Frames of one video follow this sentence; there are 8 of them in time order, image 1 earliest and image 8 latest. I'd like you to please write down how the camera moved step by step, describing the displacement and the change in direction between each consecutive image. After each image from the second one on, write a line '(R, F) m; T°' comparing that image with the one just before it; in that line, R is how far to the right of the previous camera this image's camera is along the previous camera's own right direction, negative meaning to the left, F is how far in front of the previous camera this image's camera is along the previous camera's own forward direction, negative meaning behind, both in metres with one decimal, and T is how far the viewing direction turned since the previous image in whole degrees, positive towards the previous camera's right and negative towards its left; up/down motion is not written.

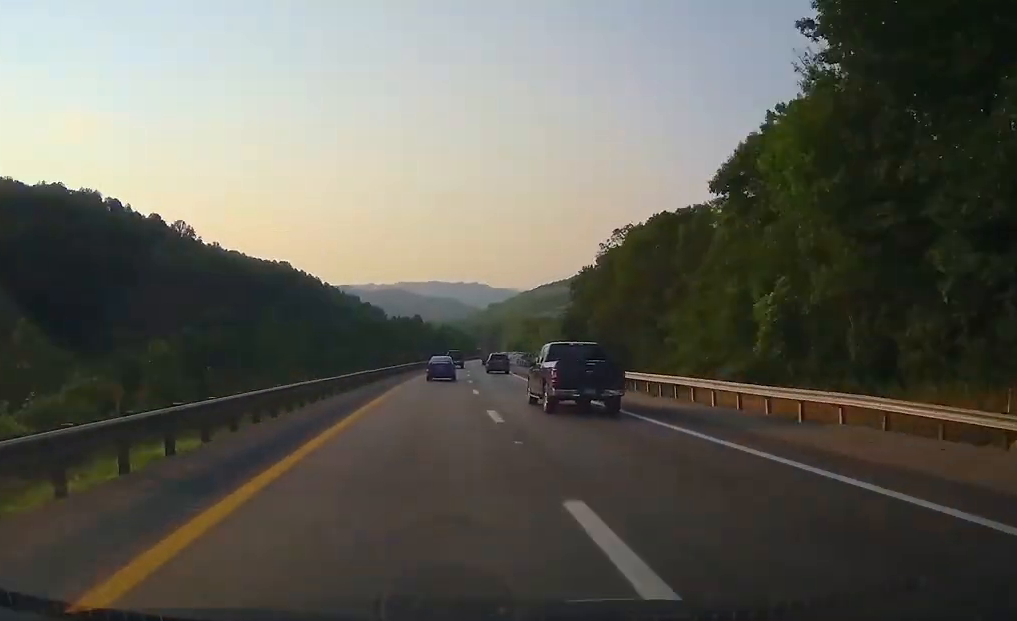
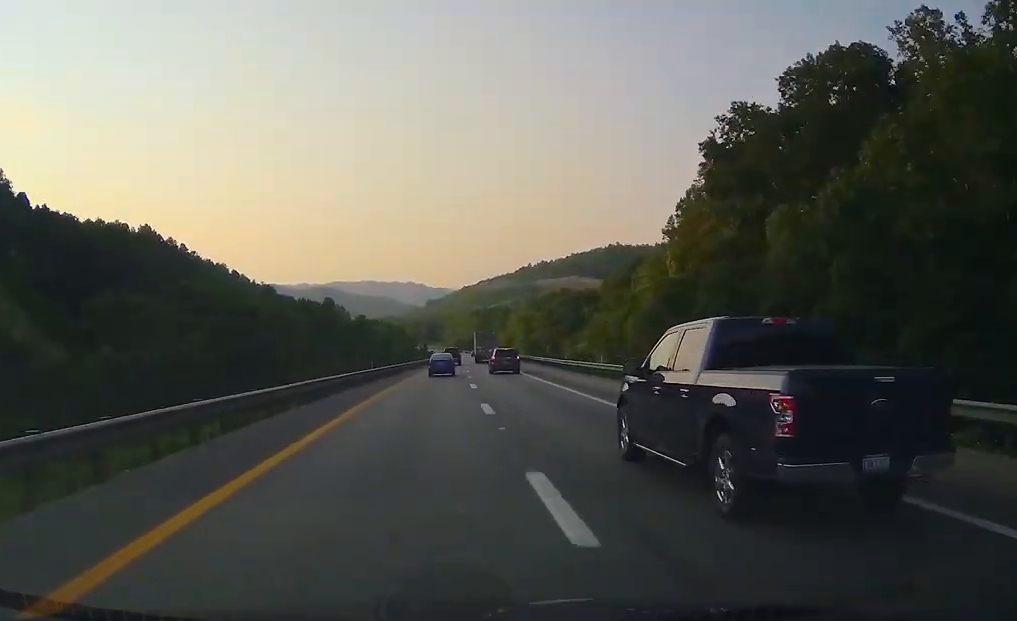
(+5.1, +116.9) m; +3°
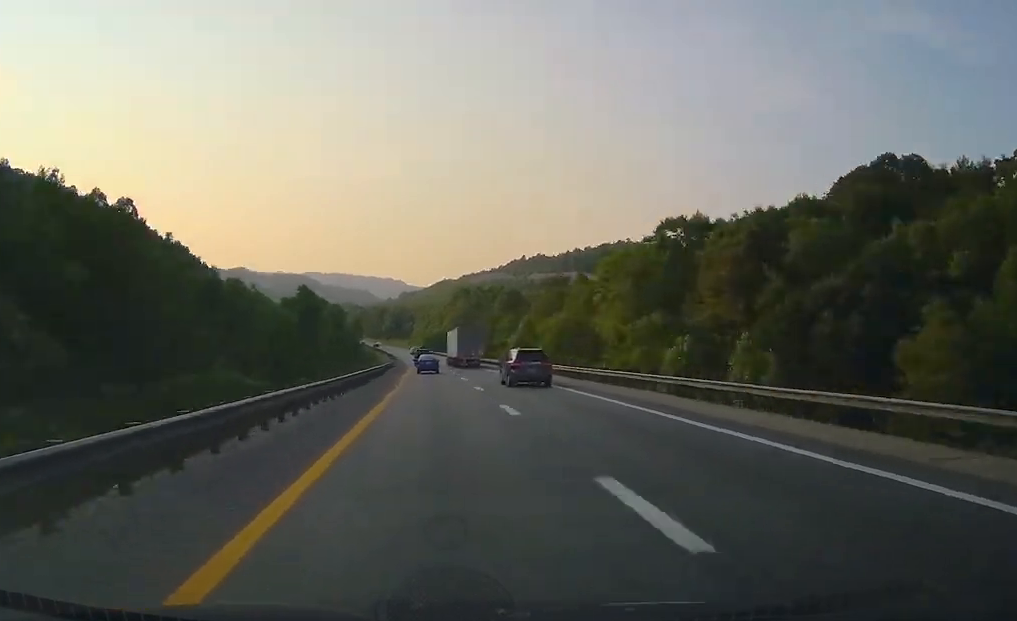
(+3.4, +157.8) m; 0°
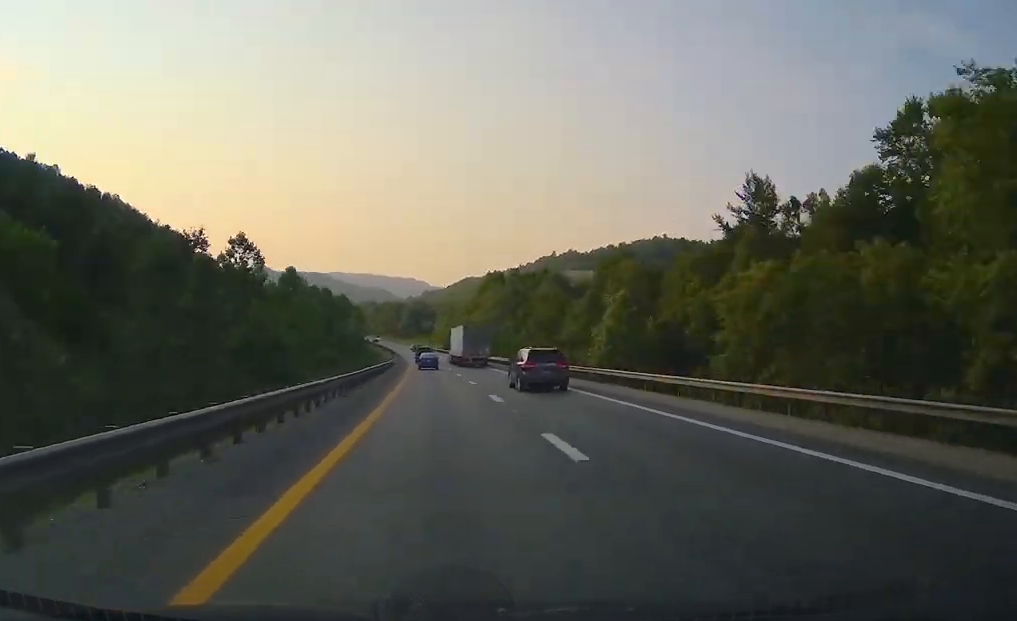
(+0.6, +56.6) m; -1°
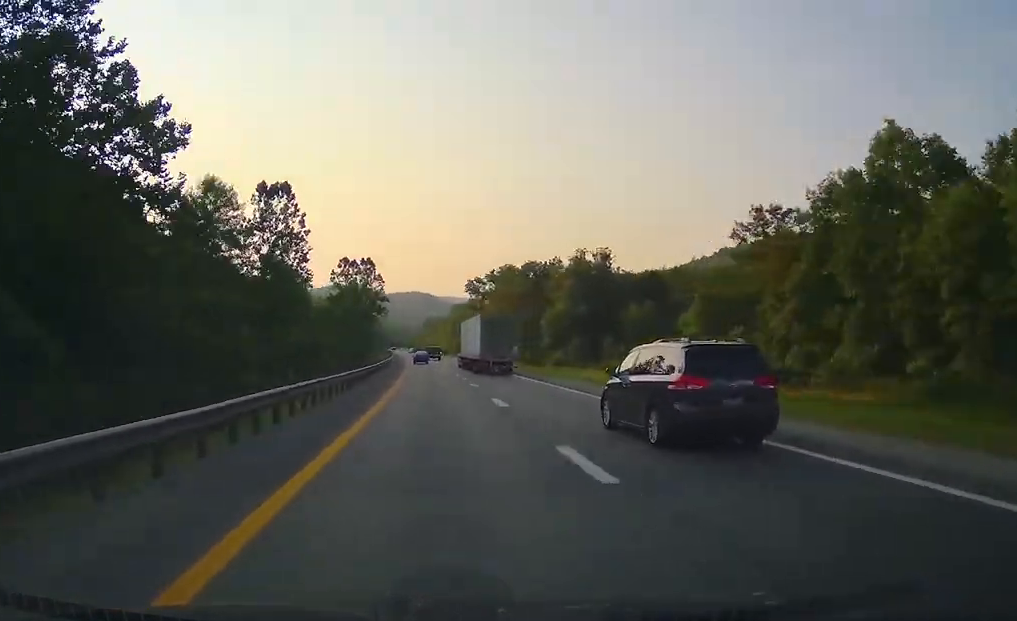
(-21.8, +281.8) m; -9°
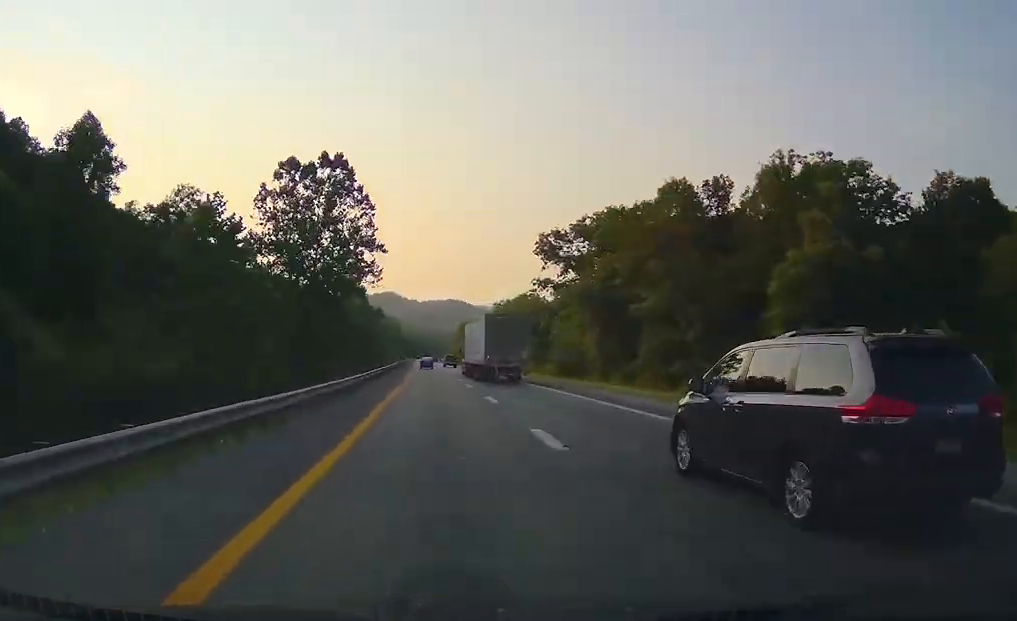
(-2.3, +81.9) m; -1°
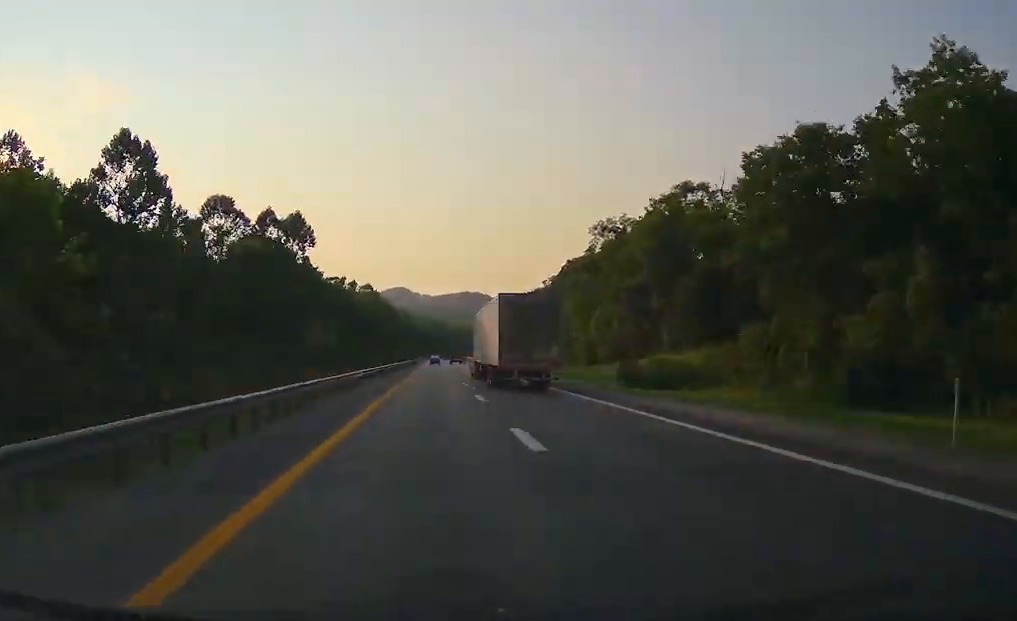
(-3.2, +171.2) m; -1°
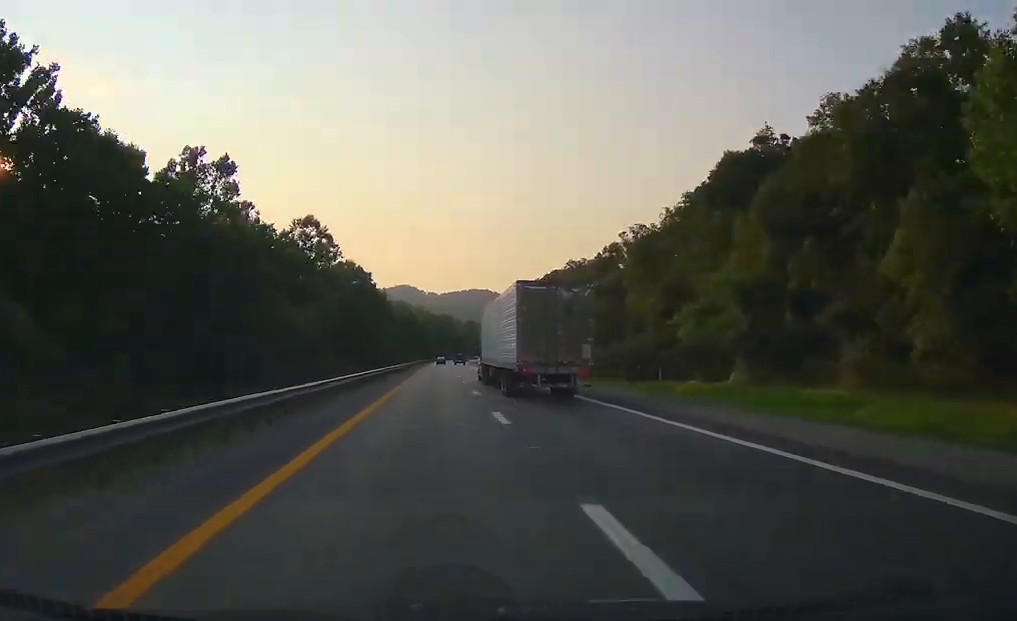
(-0.7, +107.1) m; 0°
